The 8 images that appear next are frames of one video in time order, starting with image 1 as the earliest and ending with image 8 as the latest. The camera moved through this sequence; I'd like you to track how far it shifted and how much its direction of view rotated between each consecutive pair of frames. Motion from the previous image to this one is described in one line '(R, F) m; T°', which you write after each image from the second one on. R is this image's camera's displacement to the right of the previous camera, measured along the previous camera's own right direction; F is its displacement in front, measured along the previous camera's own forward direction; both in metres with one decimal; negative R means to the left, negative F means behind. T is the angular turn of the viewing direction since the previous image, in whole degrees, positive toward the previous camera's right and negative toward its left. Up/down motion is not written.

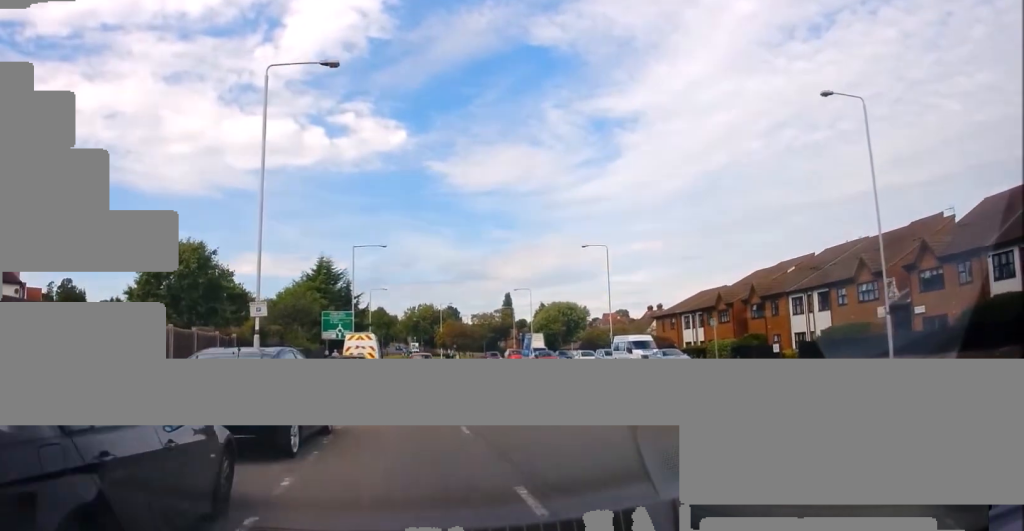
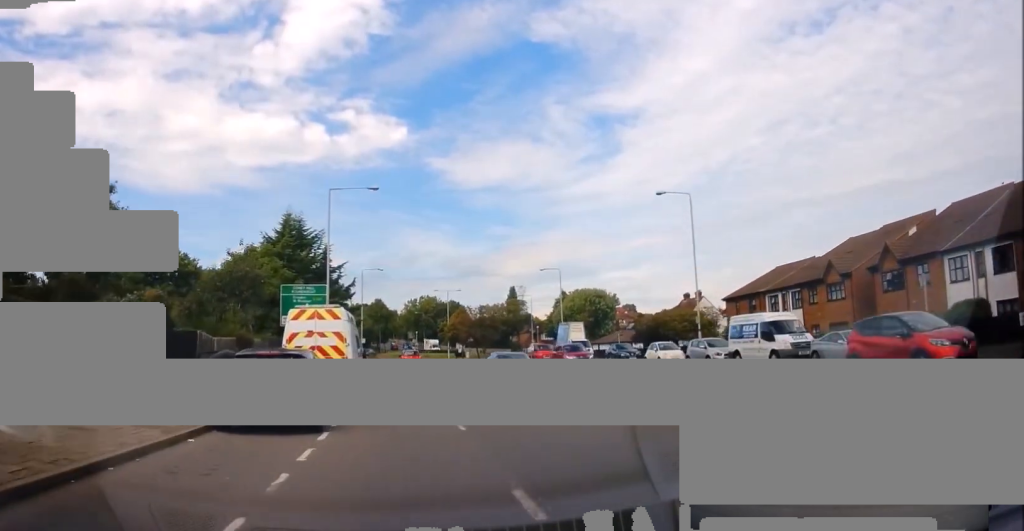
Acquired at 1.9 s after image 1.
(+1.0, +17.0) m; +4°
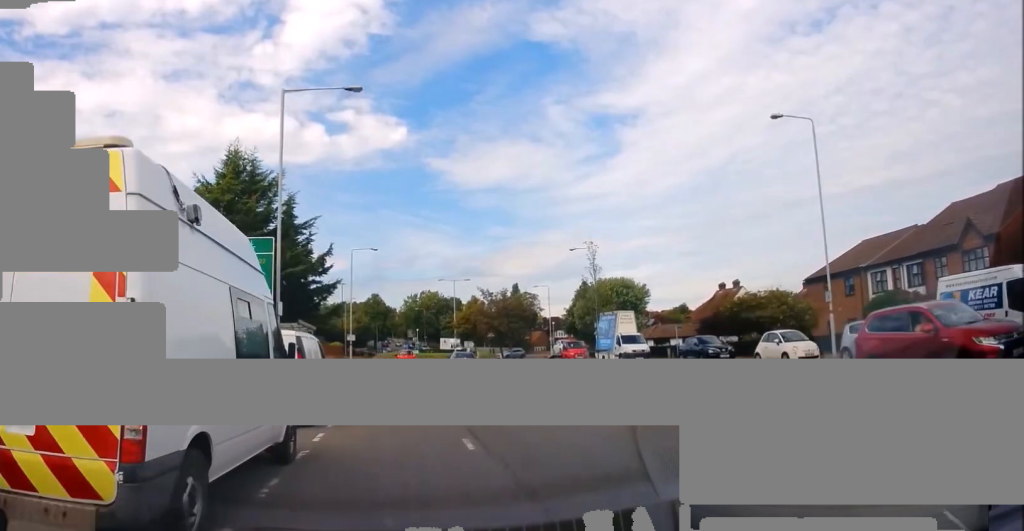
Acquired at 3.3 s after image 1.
(-0.5, +13.8) m; -4°
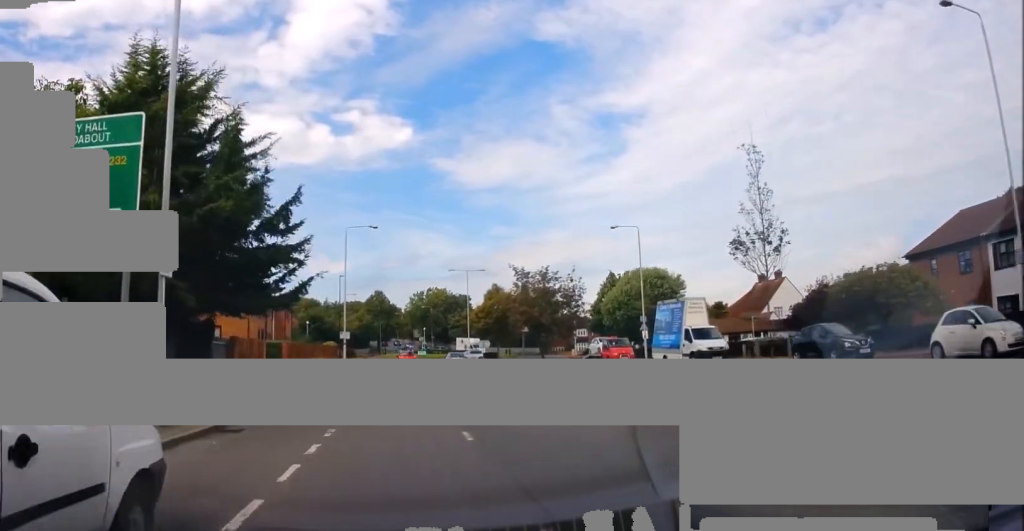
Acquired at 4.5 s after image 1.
(-0.1, +10.9) m; +2°
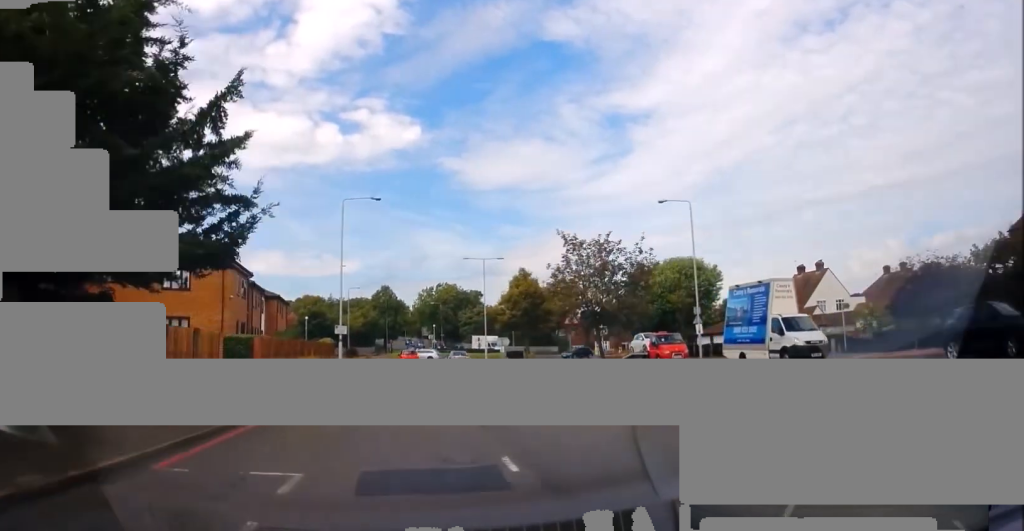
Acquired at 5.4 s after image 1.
(+0.4, +8.9) m; +1°
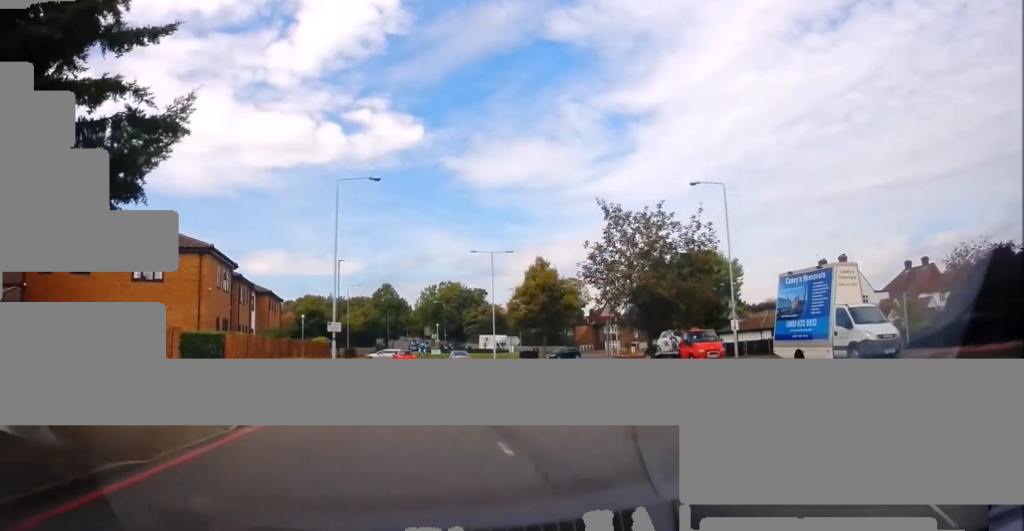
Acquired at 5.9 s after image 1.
(+0.1, +4.8) m; -1°
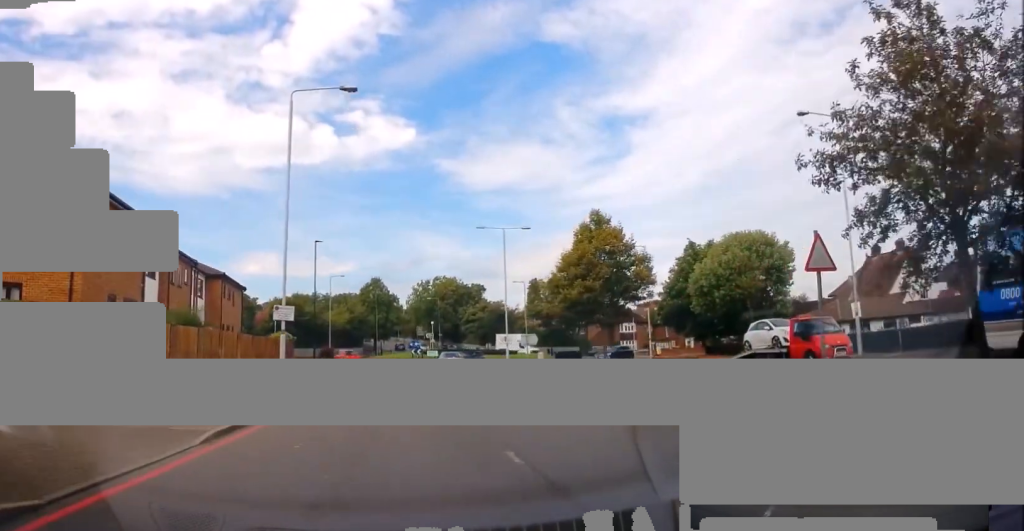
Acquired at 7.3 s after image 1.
(-1.0, +13.0) m; -4°
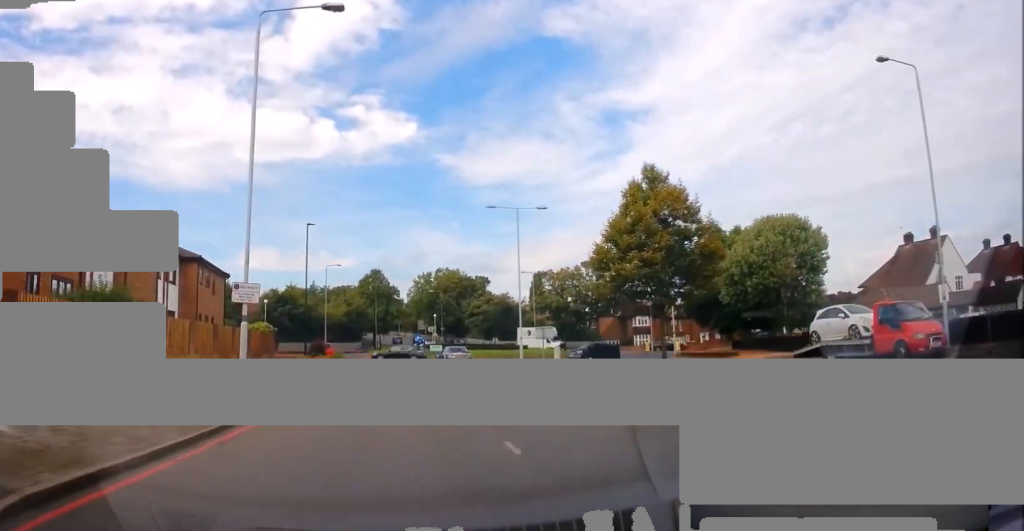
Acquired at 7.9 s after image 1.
(-0.1, +5.6) m; +1°
